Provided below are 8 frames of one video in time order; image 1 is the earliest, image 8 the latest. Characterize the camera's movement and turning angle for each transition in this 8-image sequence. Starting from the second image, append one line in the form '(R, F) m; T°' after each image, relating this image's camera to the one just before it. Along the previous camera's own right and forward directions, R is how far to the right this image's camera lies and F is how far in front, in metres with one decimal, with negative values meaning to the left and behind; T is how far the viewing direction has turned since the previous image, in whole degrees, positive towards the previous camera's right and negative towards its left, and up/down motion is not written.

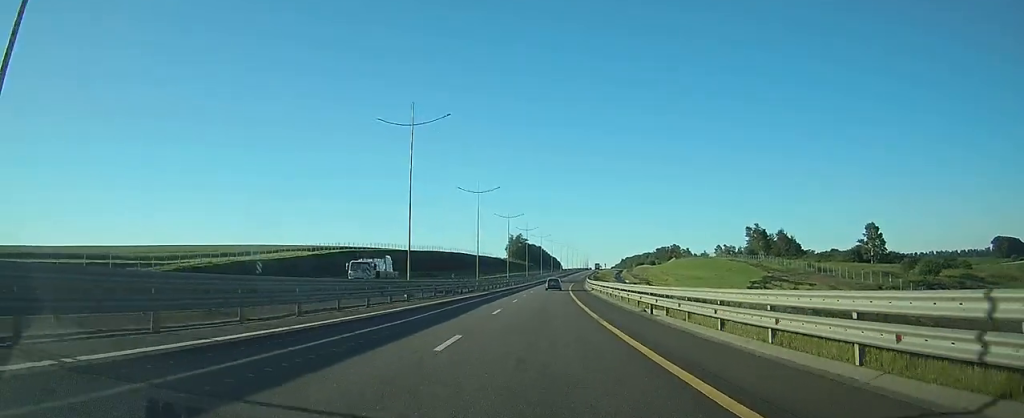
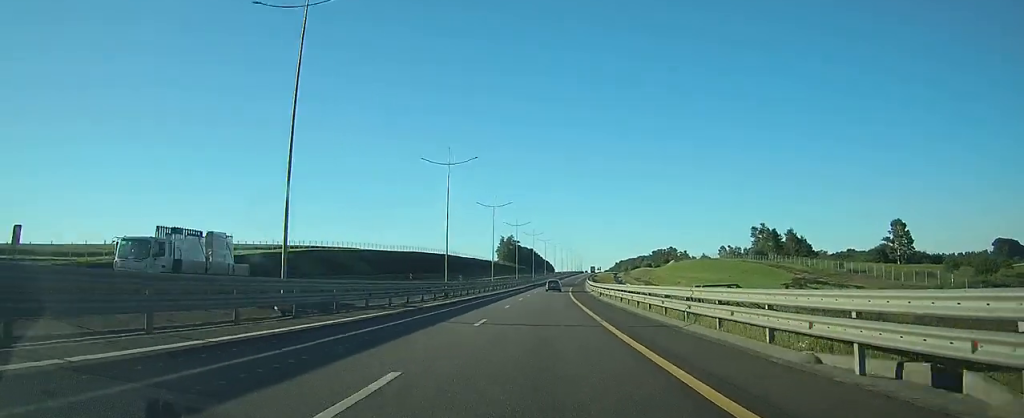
(+0.2, +17.6) m; +1°
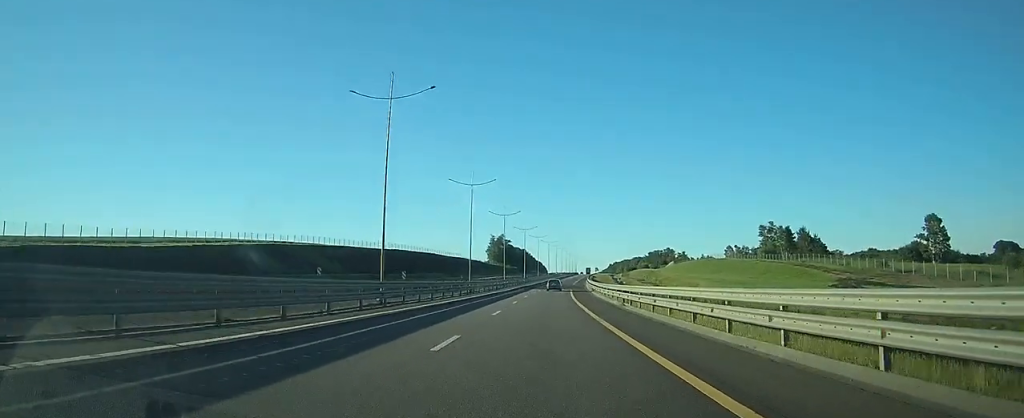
(+0.2, +18.4) m; +1°
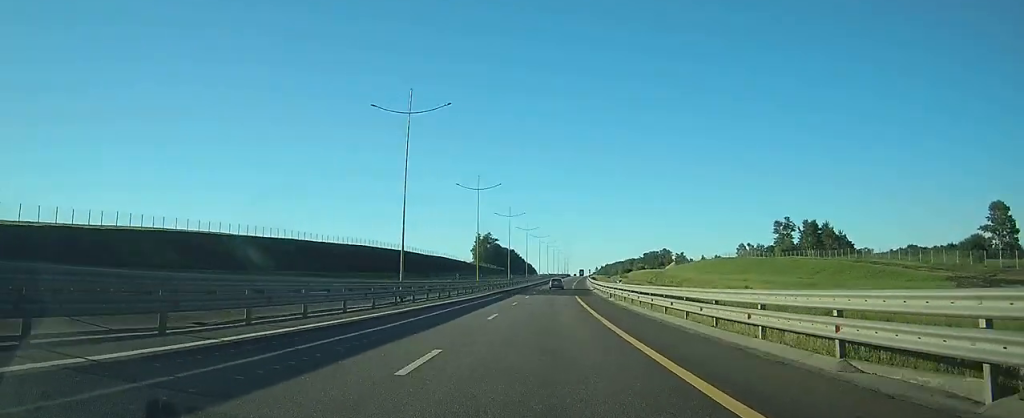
(+0.3, +26.9) m; +1°
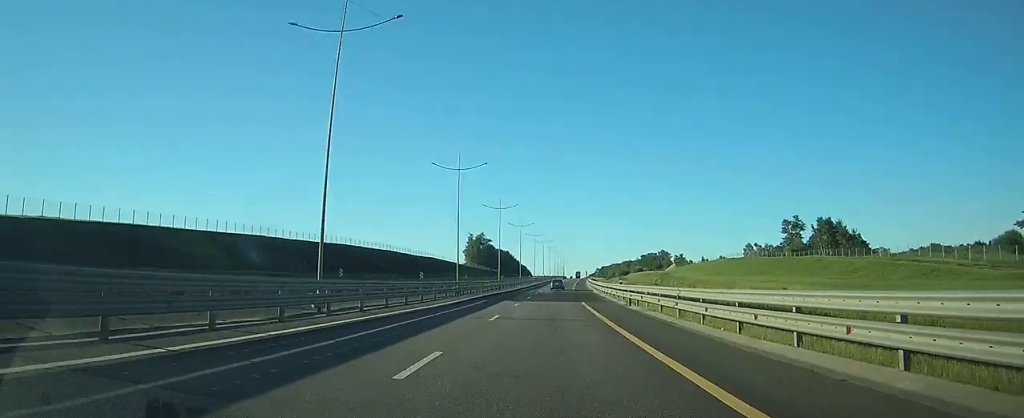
(0.0, +12.4) m; +1°
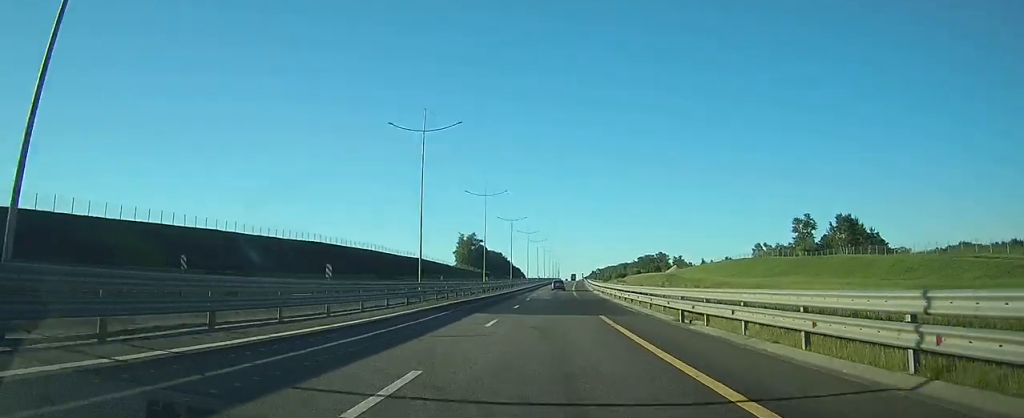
(+0.1, +14.2) m; +1°
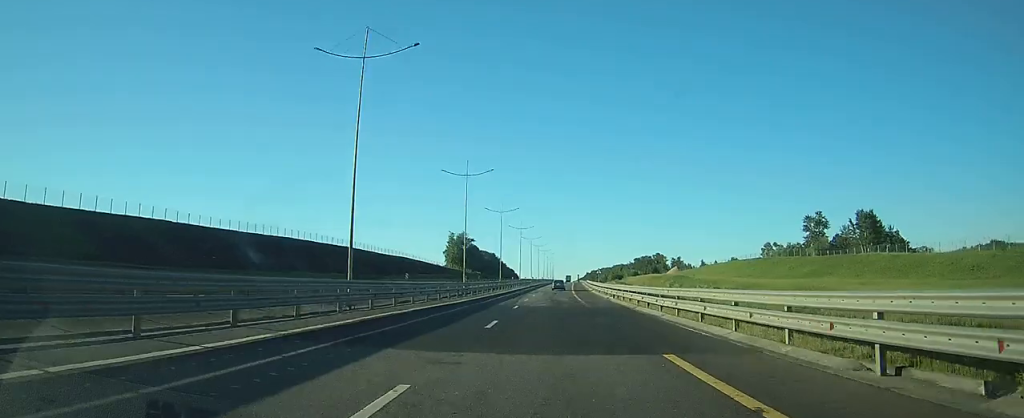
(+0.1, +13.2) m; +1°
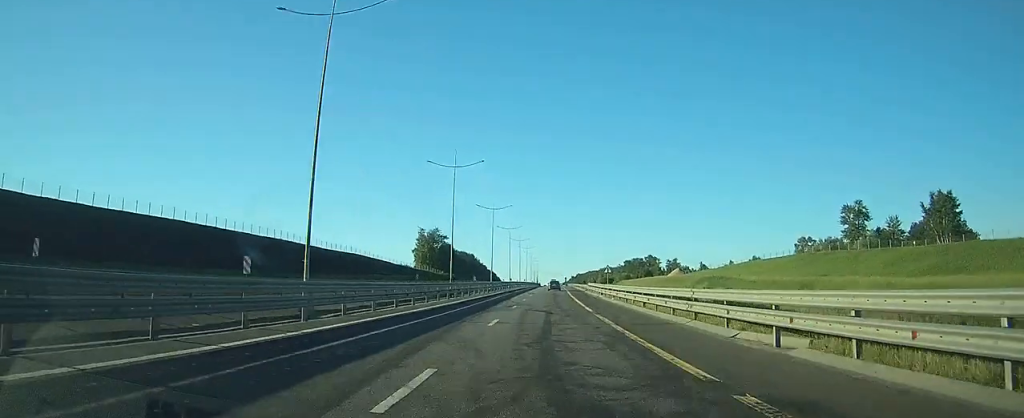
(+0.2, +34.6) m; +1°
